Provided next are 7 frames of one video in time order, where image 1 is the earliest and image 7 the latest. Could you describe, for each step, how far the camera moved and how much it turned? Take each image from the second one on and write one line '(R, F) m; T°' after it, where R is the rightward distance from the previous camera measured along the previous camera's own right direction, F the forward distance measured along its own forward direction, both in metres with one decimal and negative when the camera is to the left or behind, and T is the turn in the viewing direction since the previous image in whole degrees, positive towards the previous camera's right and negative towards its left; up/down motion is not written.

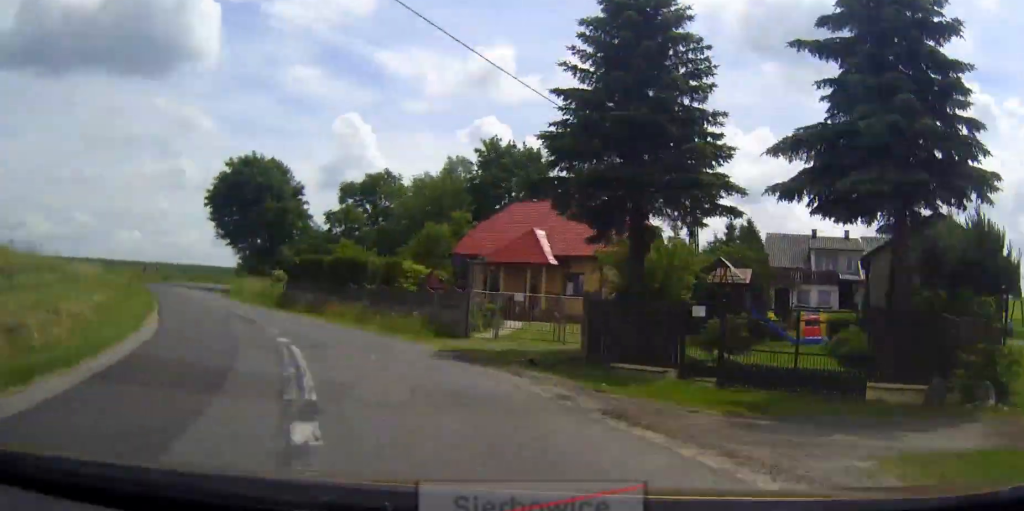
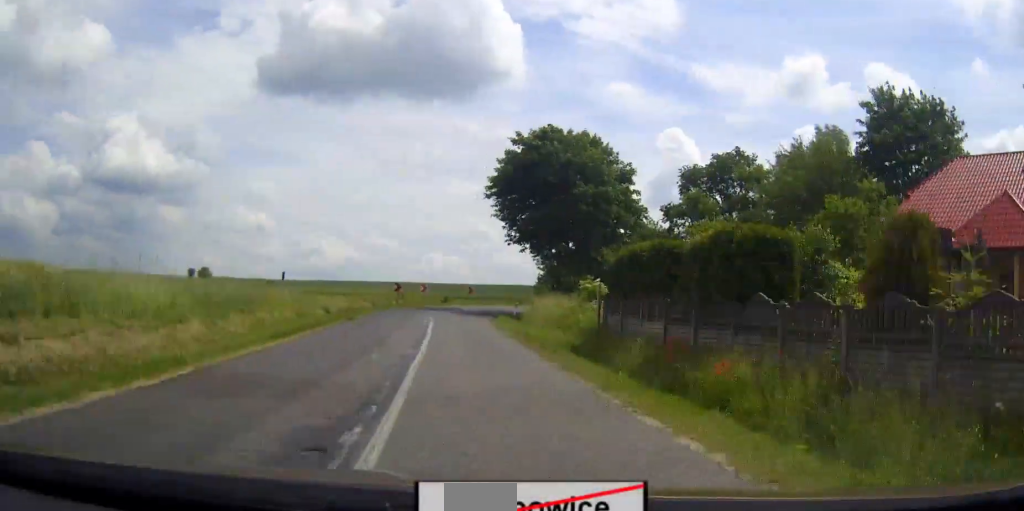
(-3.2, +20.7) m; -8°
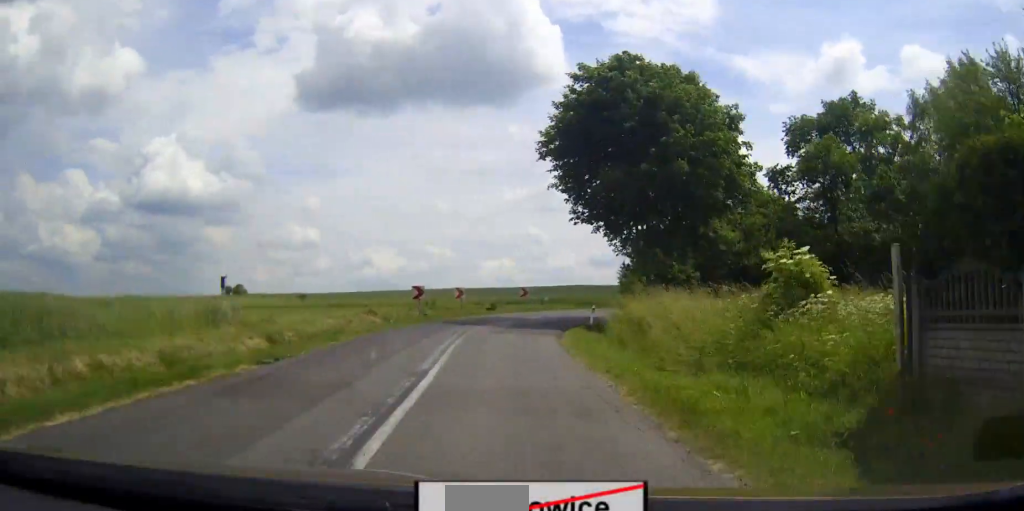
(-3.0, +16.5) m; 0°
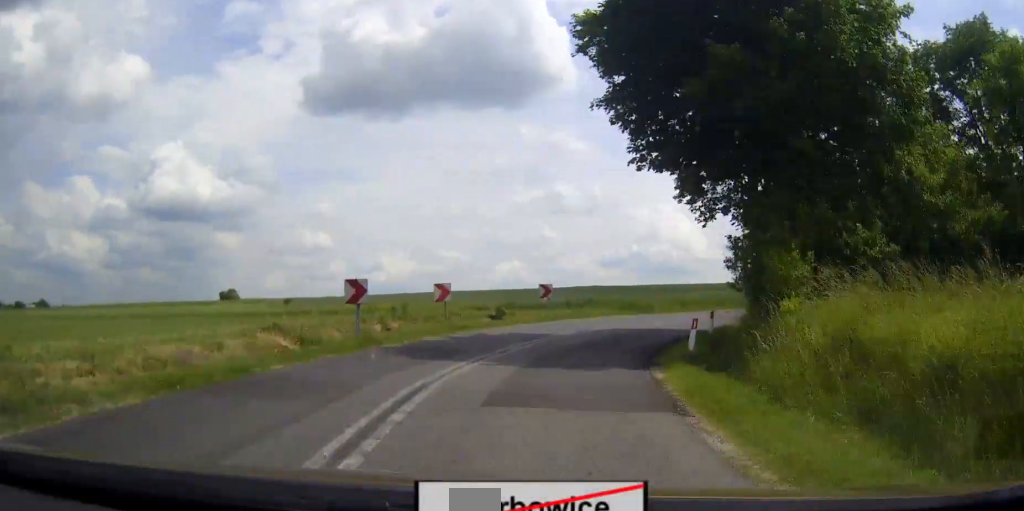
(+0.2, +16.9) m; +6°
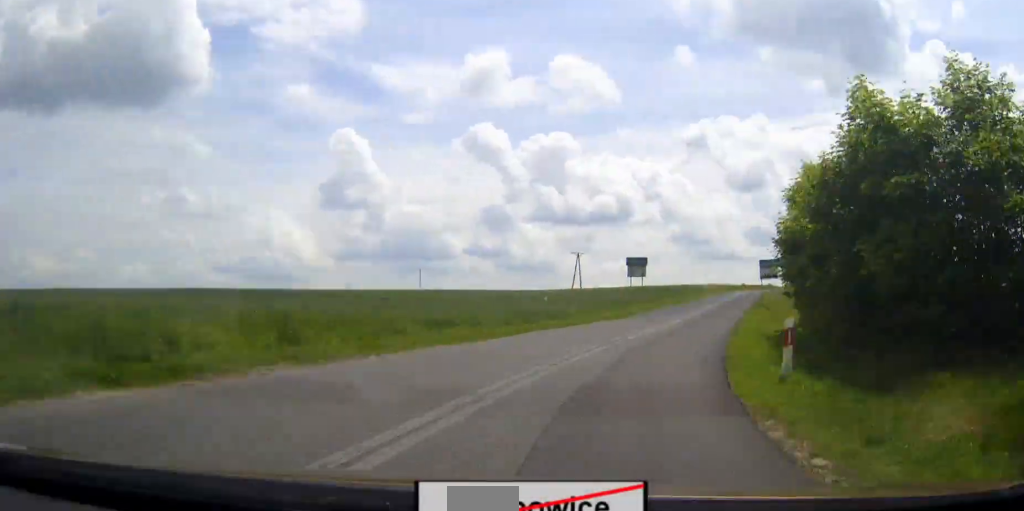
(+5.3, +33.7) m; +20°
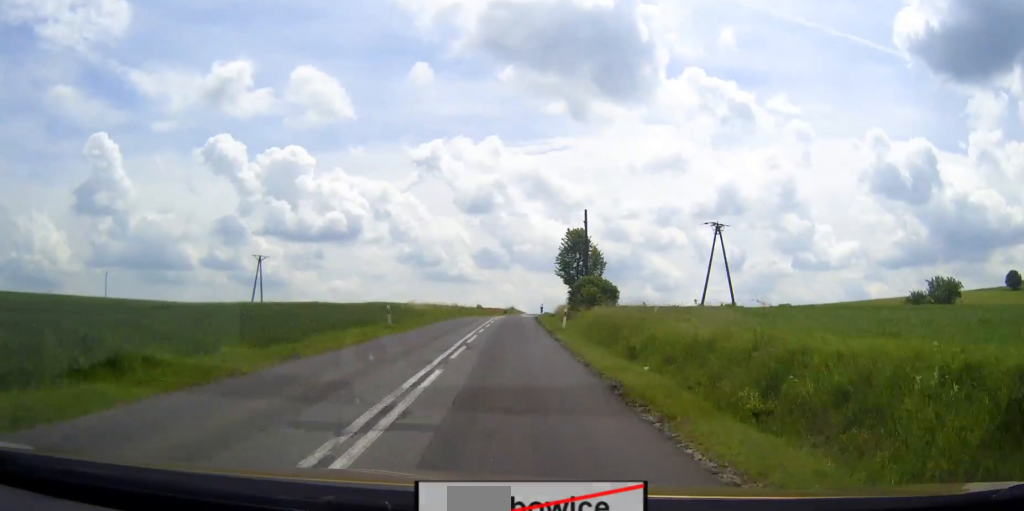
(+10.7, +55.2) m; +12°
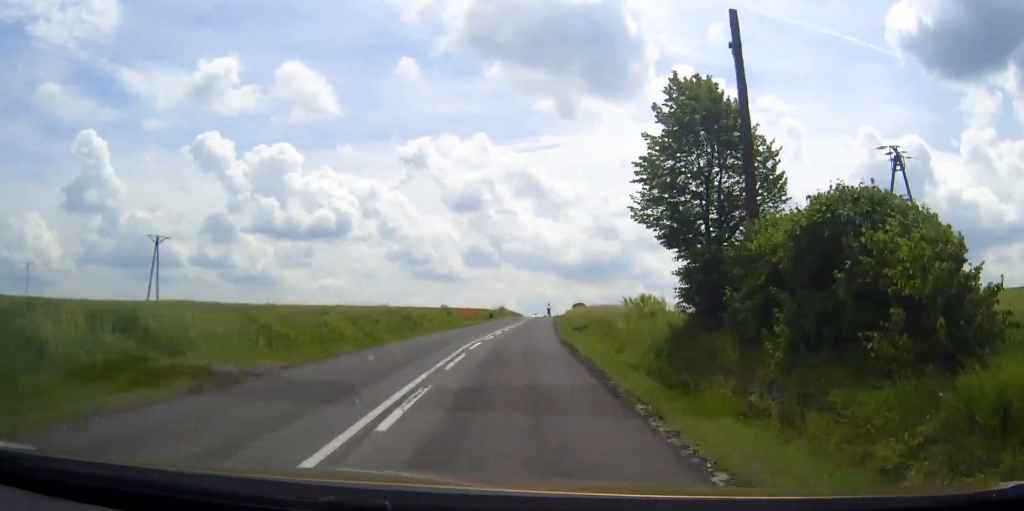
(+0.7, +45.0) m; +2°
